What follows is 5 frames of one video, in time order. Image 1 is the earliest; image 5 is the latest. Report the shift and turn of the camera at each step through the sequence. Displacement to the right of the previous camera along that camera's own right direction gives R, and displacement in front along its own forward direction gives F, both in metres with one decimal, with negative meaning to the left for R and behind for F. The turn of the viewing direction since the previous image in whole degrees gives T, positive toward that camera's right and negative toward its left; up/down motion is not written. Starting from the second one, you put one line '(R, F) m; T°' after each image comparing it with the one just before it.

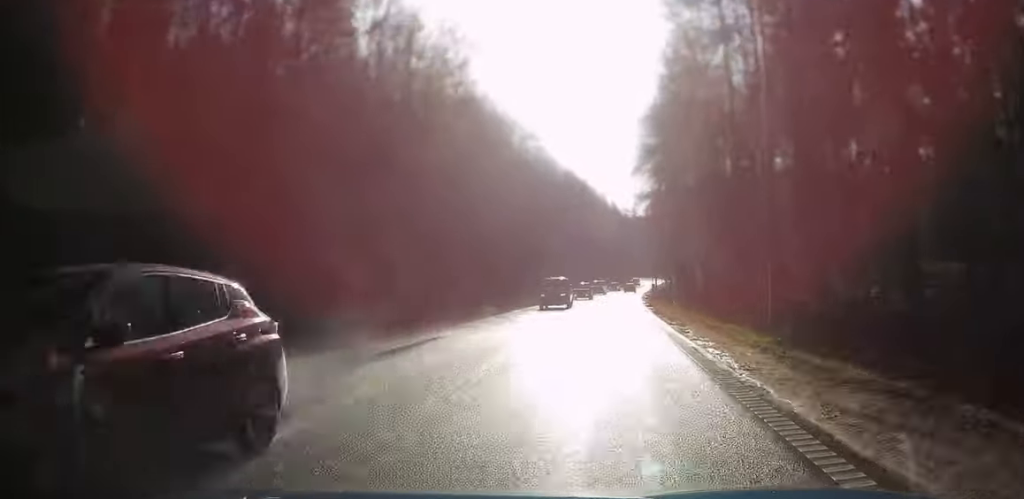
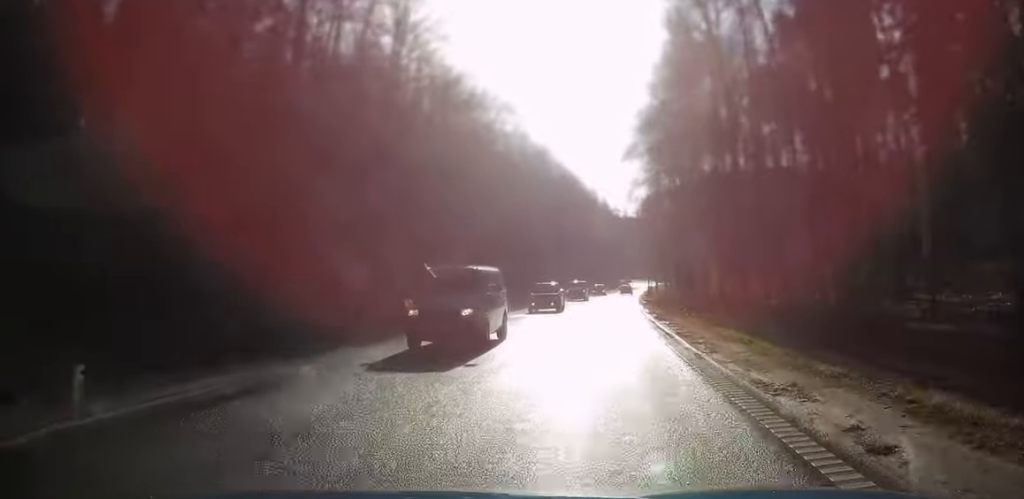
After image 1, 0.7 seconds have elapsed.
(+0.1, +13.7) m; +1°
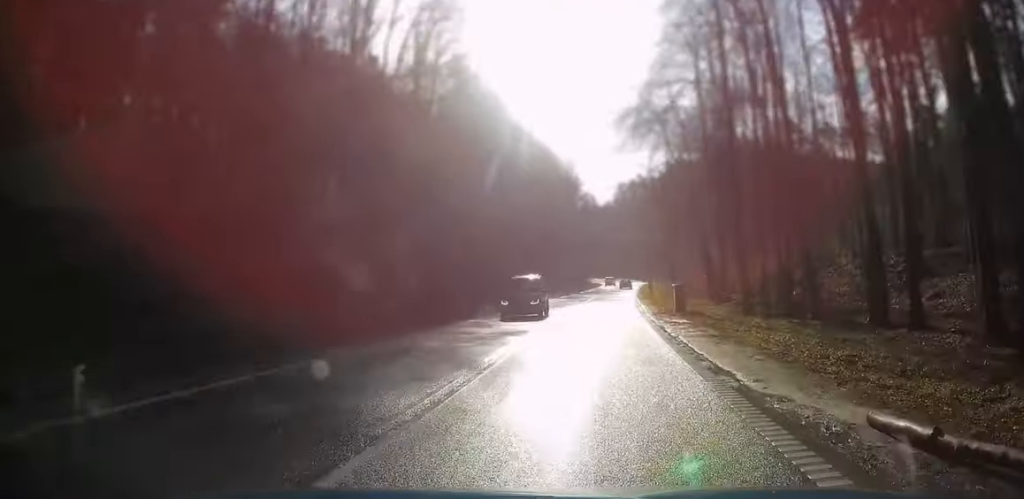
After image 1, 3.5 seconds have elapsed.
(+0.4, +57.6) m; +1°
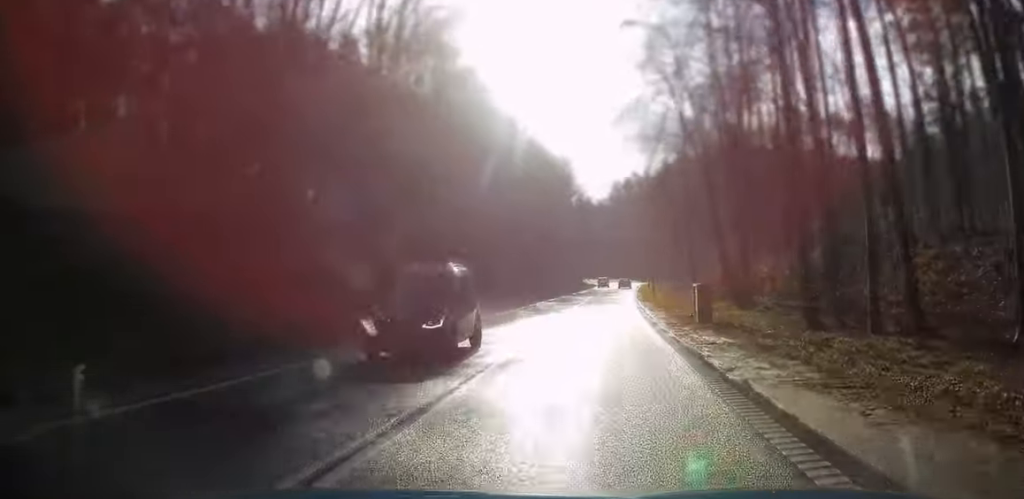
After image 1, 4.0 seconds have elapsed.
(+0.1, +8.4) m; +1°
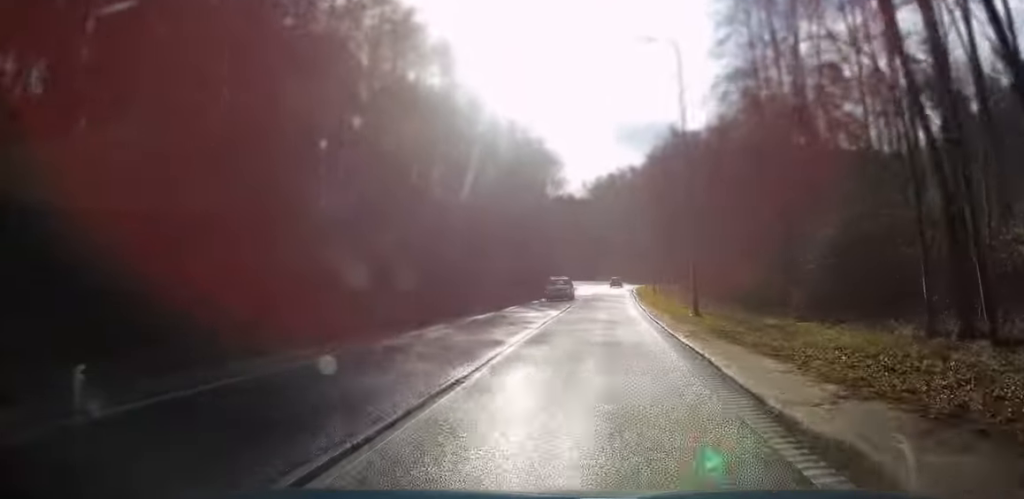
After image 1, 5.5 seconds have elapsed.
(+0.9, +30.3) m; +2°
